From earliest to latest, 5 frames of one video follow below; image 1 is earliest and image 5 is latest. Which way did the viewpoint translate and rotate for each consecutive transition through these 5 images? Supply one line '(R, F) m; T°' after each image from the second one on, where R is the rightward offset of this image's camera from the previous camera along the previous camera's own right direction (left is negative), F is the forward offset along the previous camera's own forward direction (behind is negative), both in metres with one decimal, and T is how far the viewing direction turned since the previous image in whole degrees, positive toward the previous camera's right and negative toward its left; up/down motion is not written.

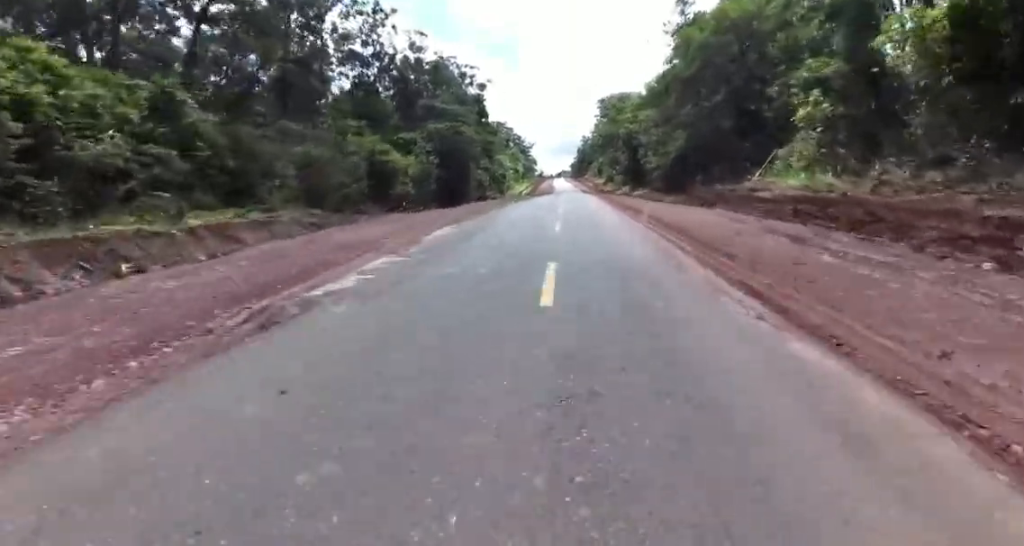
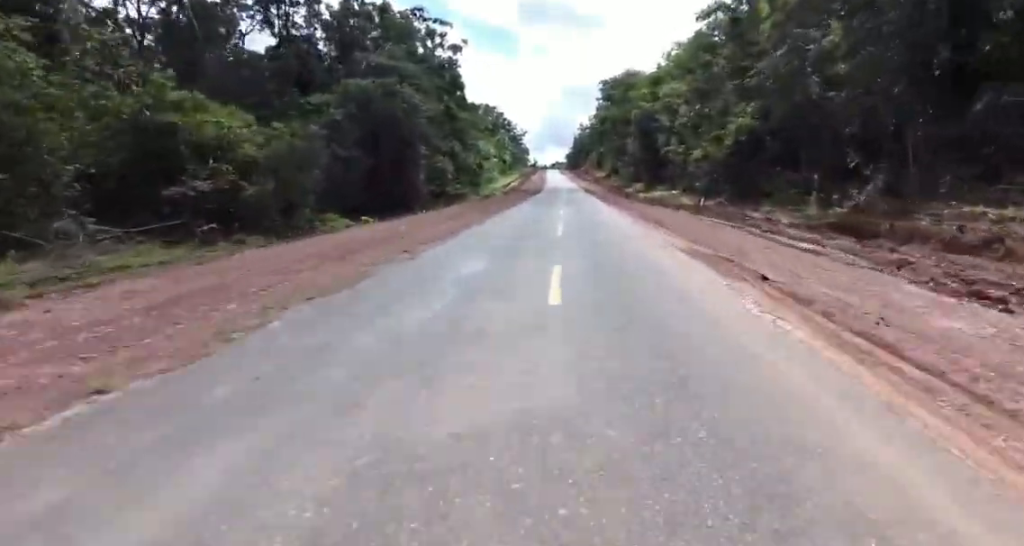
(-0.6, +32.6) m; -2°
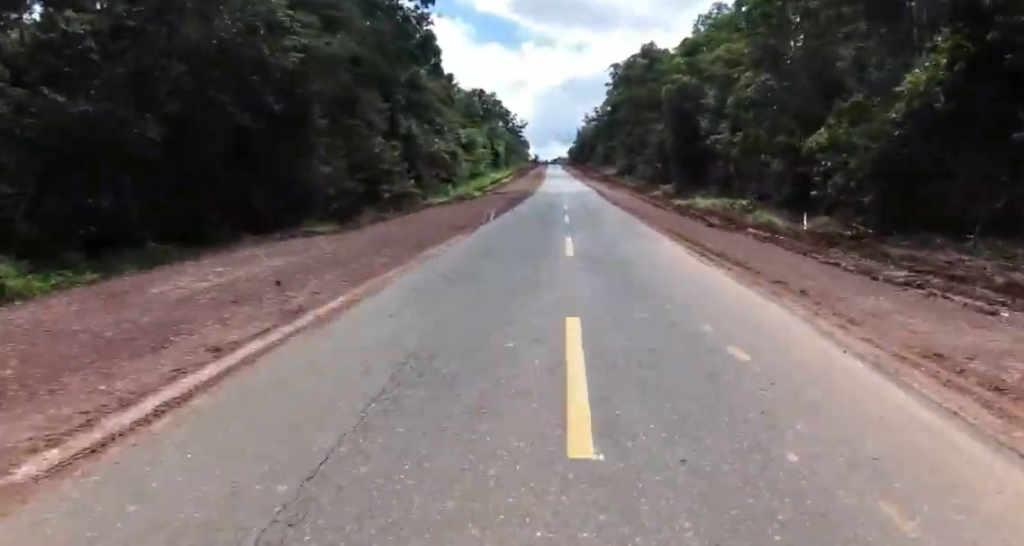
(0.0, +27.3) m; 0°
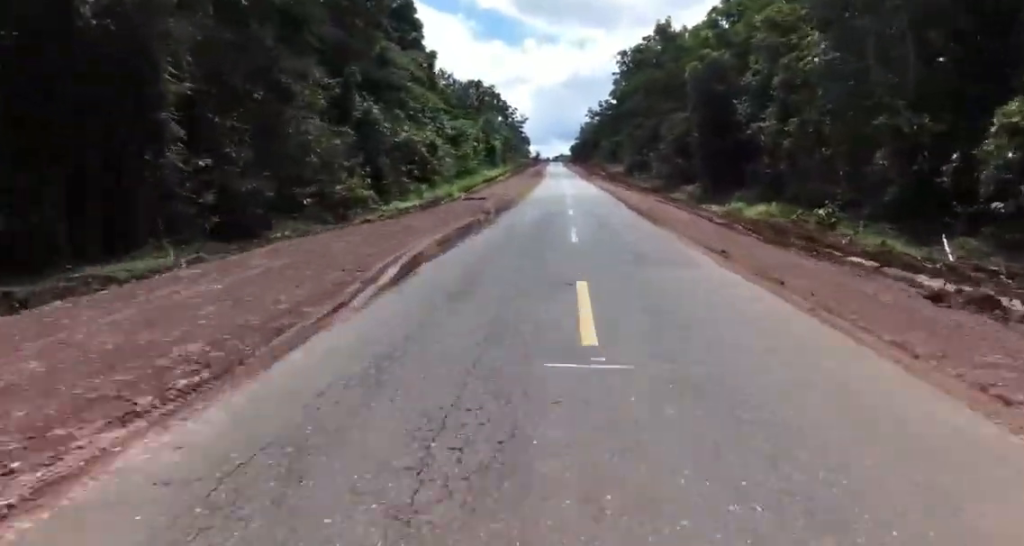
(0.0, +14.3) m; 0°
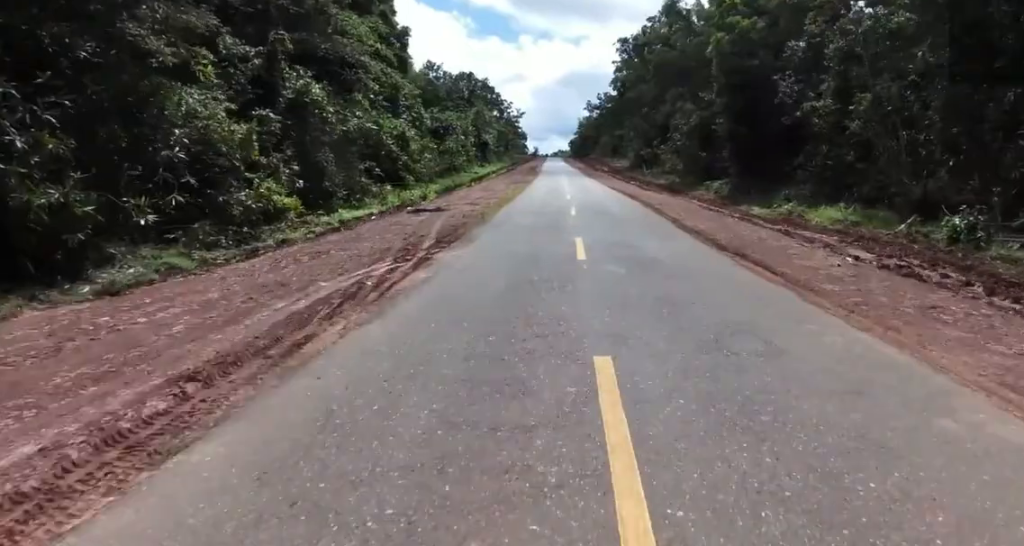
(-0.1, +12.3) m; +1°
